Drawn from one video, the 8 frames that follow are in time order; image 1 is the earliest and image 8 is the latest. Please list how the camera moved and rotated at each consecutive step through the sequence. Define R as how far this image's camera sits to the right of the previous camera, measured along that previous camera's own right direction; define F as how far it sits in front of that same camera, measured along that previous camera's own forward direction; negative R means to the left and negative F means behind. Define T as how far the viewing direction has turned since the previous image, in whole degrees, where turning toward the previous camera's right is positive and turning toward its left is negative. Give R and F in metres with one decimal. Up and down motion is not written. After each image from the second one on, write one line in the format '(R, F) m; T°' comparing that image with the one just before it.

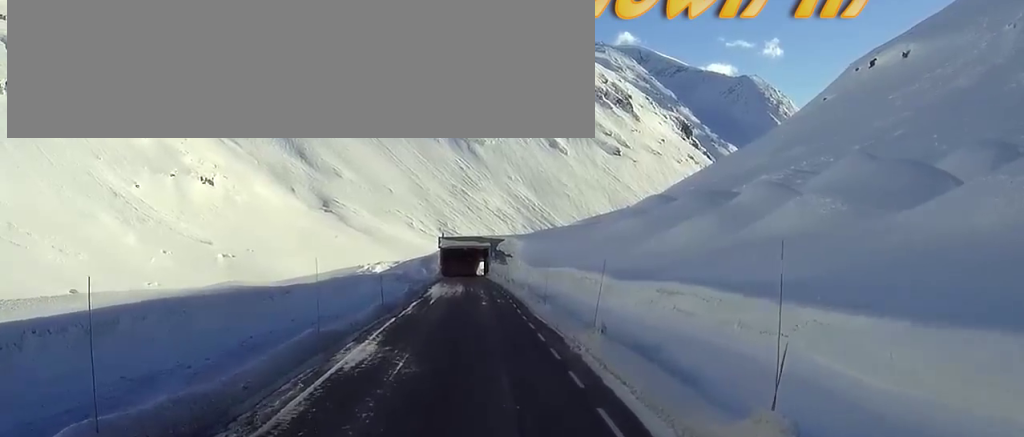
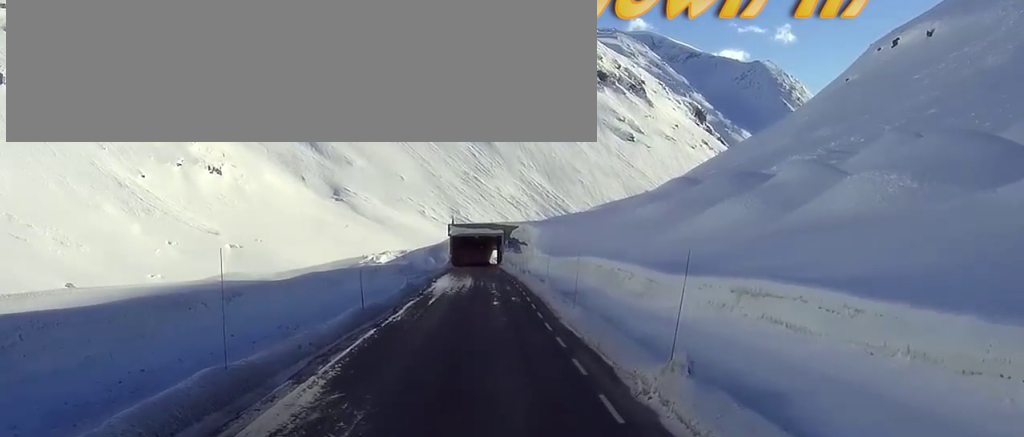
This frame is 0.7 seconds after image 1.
(+0.1, +10.9) m; -1°
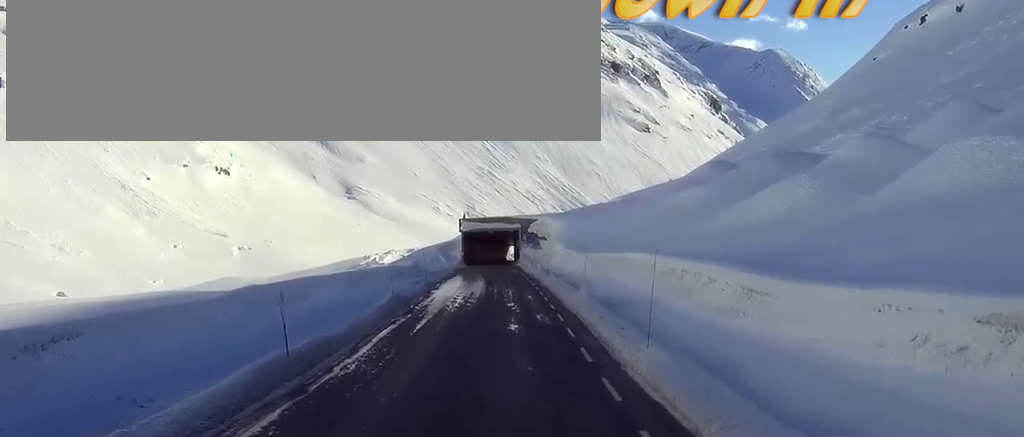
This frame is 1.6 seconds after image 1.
(-0.5, +15.2) m; -2°
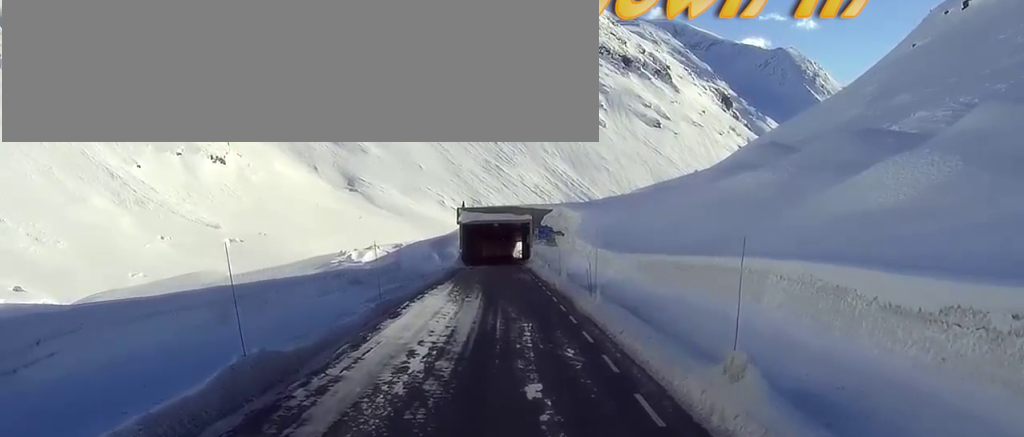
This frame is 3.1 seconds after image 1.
(-0.1, +27.2) m; -1°
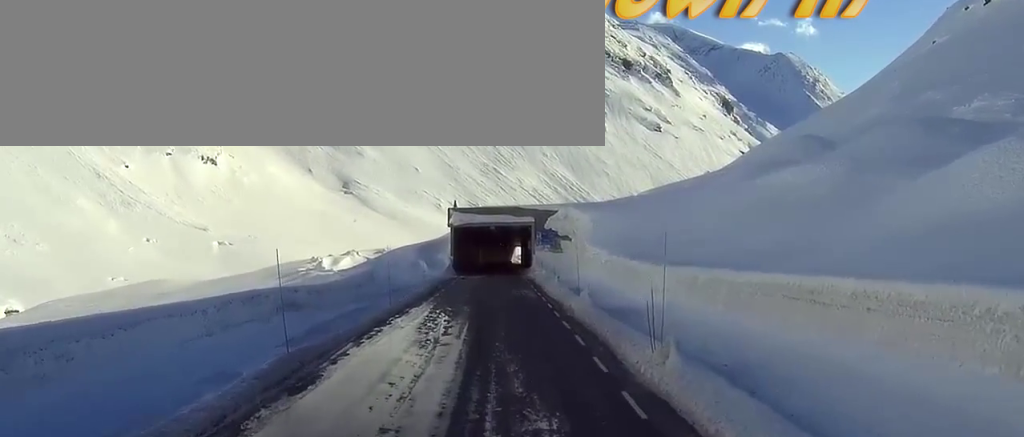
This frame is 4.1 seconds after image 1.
(-0.1, +16.8) m; -1°
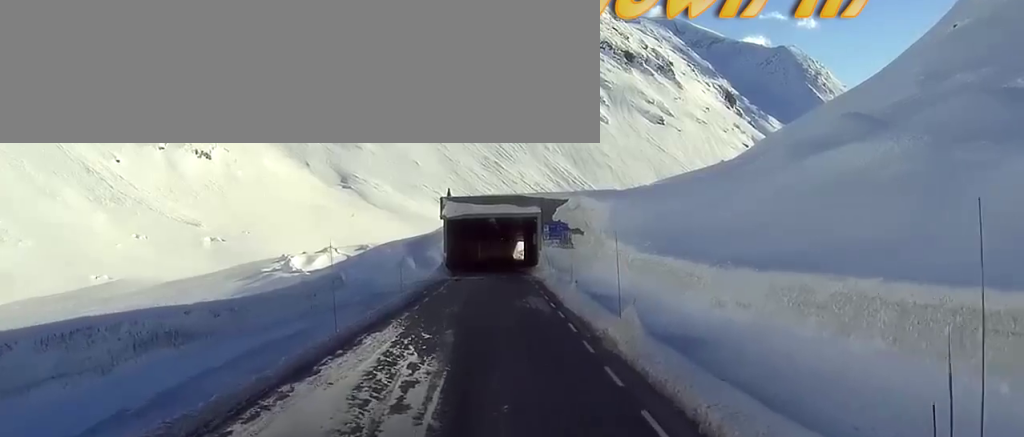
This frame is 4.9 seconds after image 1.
(-0.1, +15.0) m; 0°
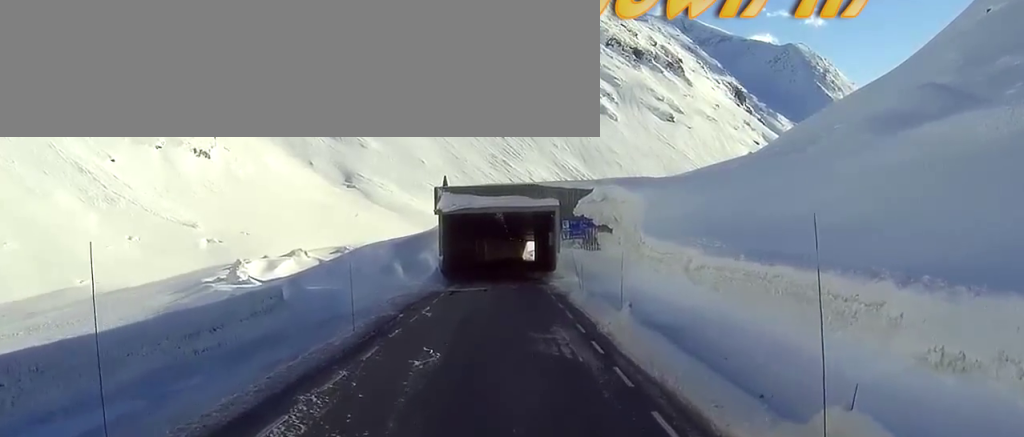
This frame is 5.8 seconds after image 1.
(-0.1, +17.5) m; 0°
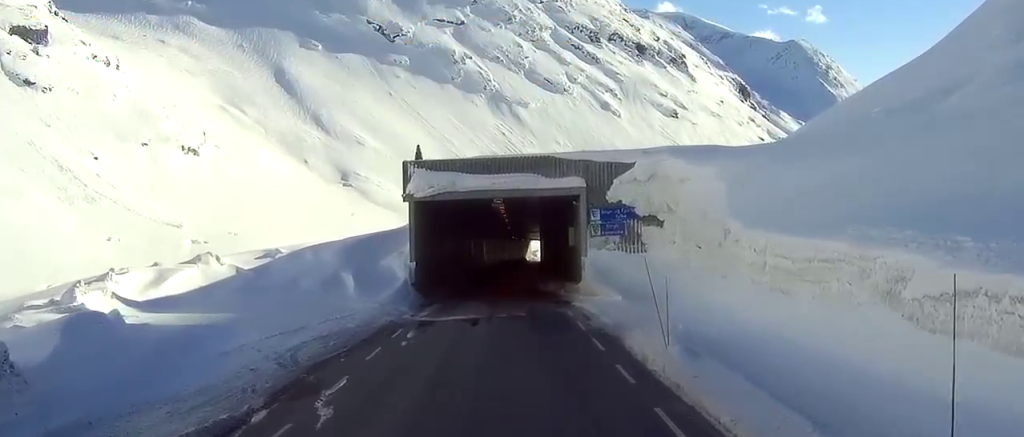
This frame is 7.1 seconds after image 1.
(+0.2, +23.1) m; 0°
